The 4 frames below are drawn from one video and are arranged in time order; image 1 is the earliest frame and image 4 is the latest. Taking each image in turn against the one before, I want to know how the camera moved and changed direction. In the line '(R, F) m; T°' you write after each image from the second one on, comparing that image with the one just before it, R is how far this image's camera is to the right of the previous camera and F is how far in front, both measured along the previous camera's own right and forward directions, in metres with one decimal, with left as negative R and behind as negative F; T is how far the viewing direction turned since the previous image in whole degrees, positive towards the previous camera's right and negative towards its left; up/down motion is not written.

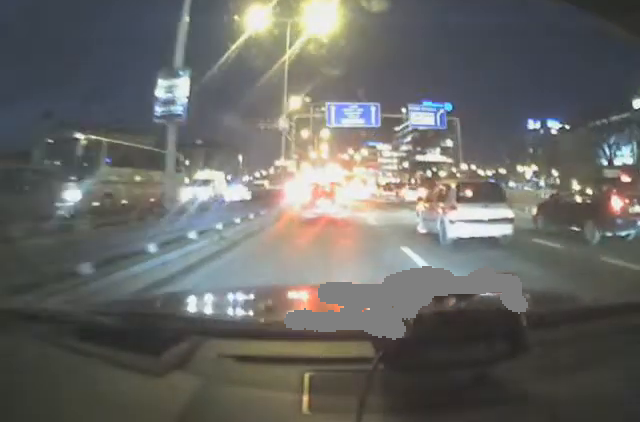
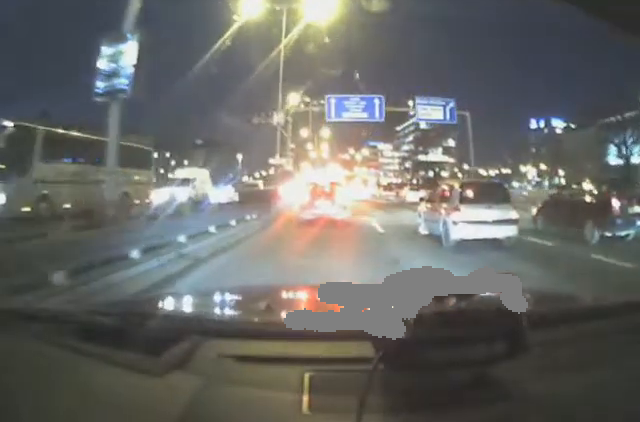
(-0.1, +3.5) m; -1°
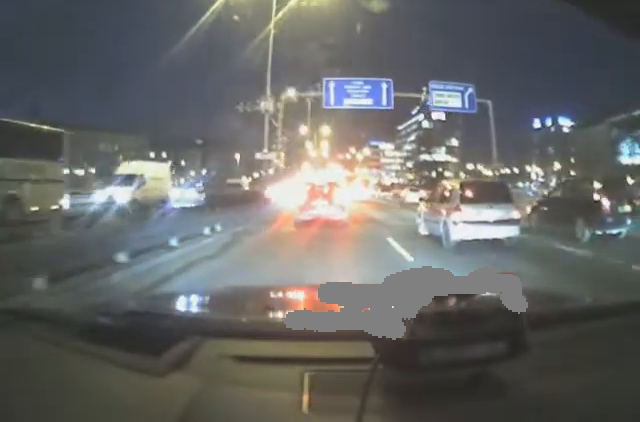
(-0.1, +4.5) m; -1°
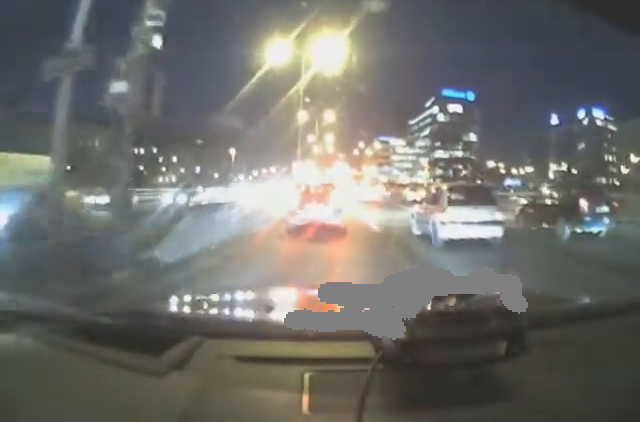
(+0.5, +17.8) m; +3°
